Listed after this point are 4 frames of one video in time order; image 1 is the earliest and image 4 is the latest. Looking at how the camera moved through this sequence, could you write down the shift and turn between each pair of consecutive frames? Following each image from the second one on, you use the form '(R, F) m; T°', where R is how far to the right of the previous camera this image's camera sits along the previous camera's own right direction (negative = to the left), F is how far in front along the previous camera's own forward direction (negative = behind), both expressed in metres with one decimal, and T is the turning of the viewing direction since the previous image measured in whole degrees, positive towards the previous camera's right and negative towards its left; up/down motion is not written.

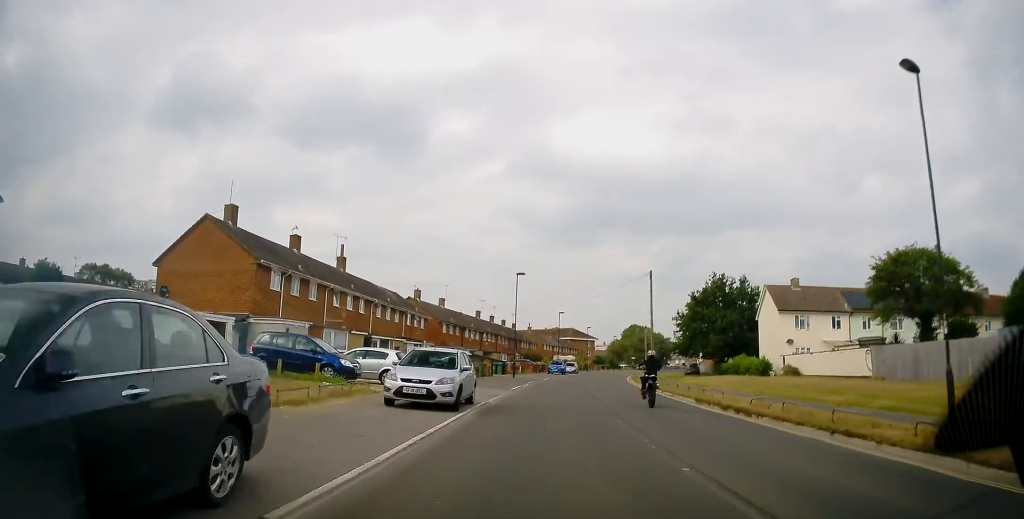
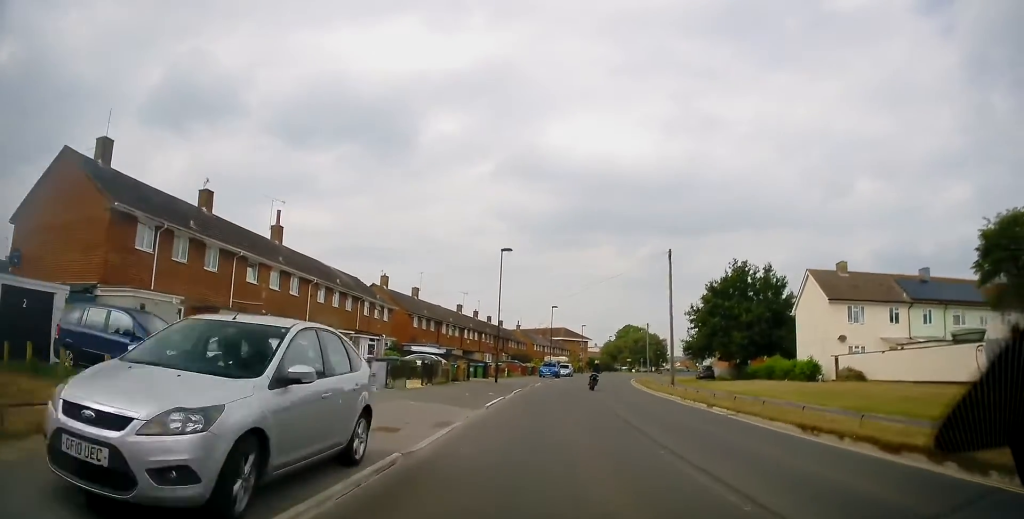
(+0.3, +14.5) m; +2°
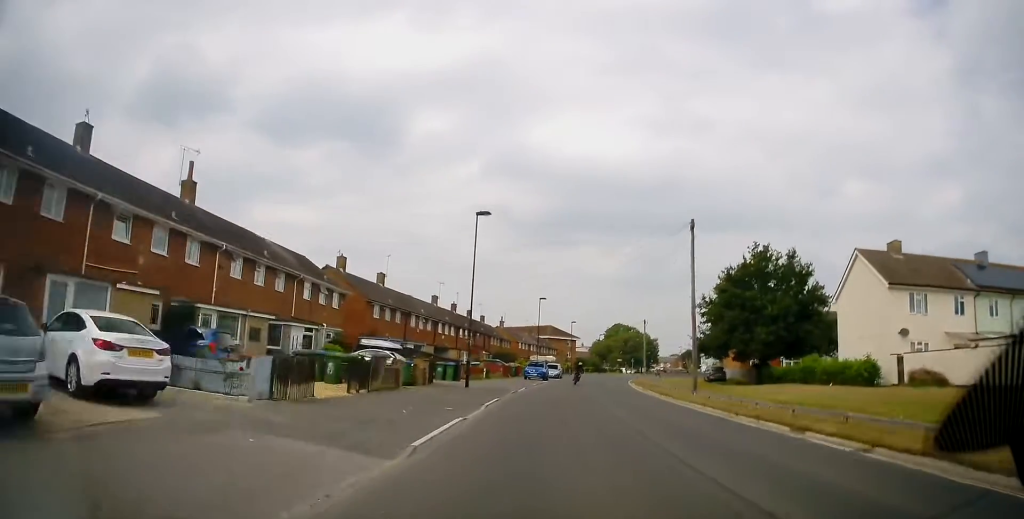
(0.0, +6.1) m; +1°
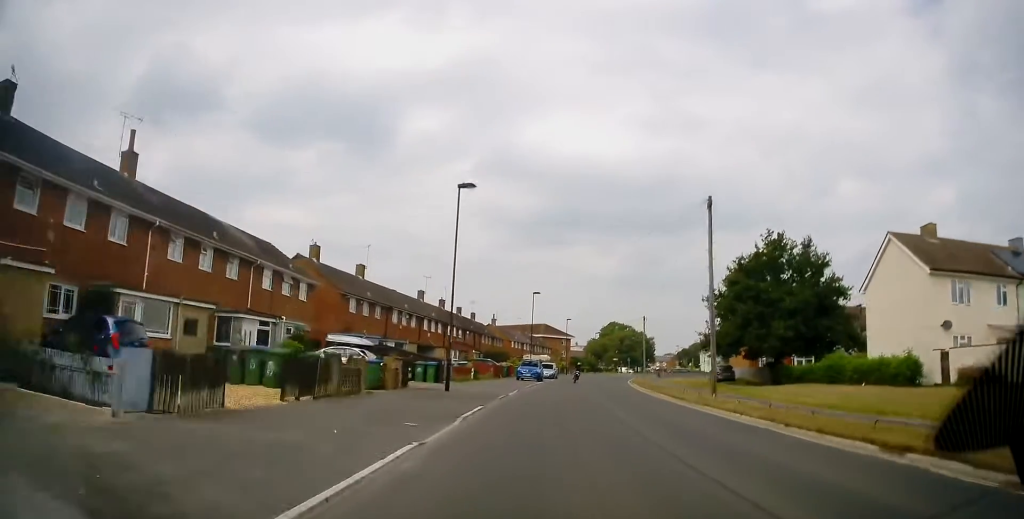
(0.0, +3.4) m; +1°
